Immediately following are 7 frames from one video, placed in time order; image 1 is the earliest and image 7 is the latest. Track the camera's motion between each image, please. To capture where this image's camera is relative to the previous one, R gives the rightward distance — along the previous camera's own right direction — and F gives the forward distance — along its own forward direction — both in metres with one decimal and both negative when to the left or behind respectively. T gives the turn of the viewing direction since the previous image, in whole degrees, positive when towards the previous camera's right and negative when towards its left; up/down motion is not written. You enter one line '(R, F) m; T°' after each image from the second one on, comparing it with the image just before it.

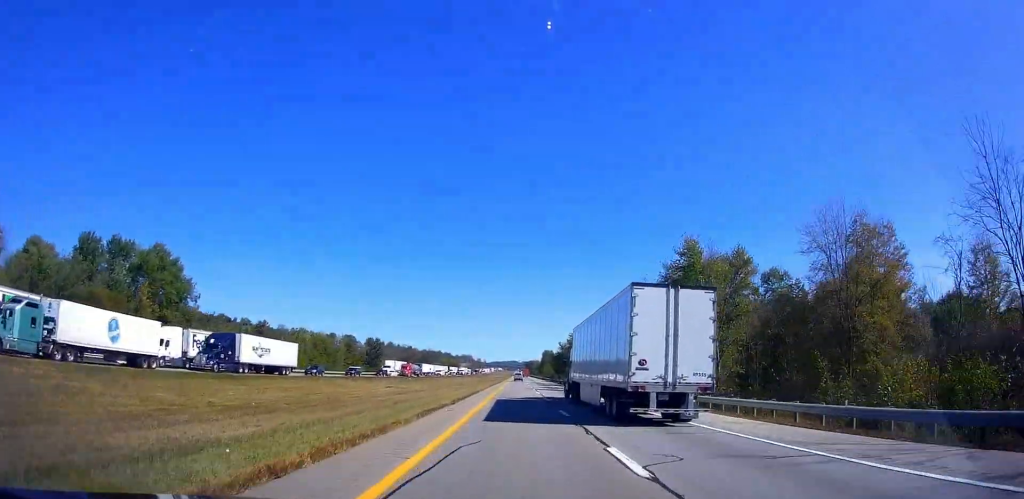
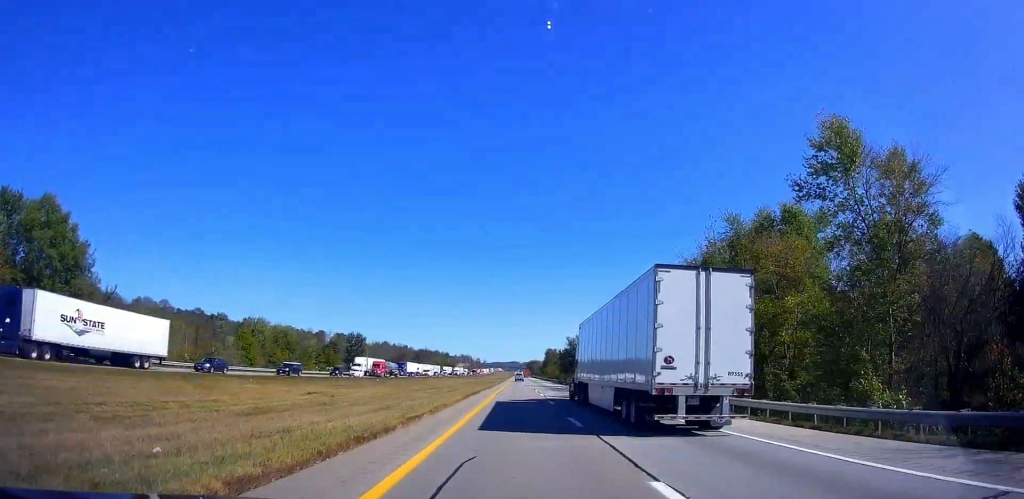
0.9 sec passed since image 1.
(-0.5, +28.0) m; -1°
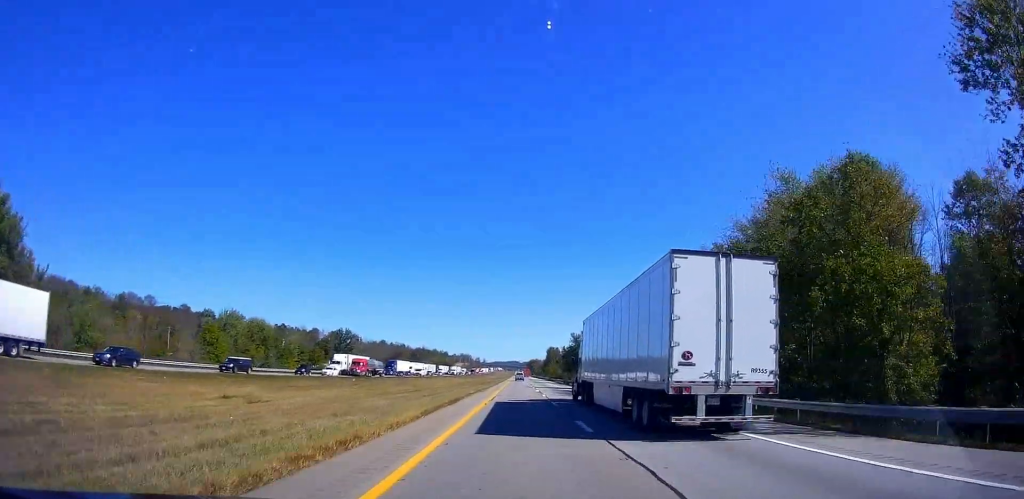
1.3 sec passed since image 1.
(0.0, +14.0) m; 0°
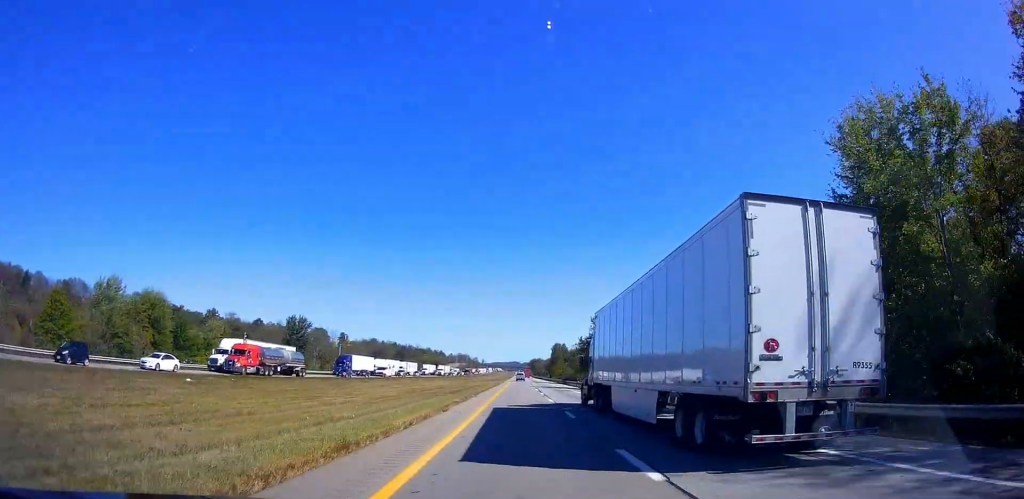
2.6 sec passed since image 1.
(0.0, +41.0) m; 0°
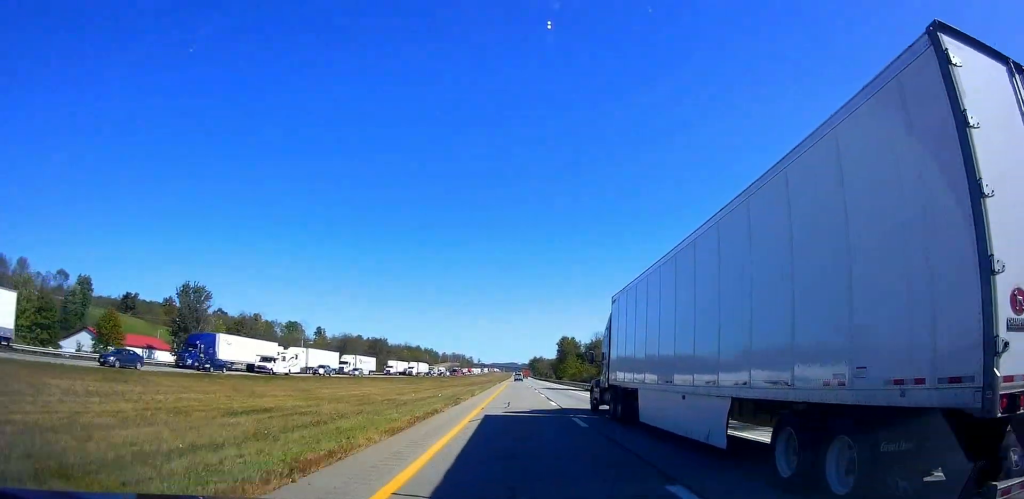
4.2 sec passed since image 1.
(0.0, +51.9) m; 0°
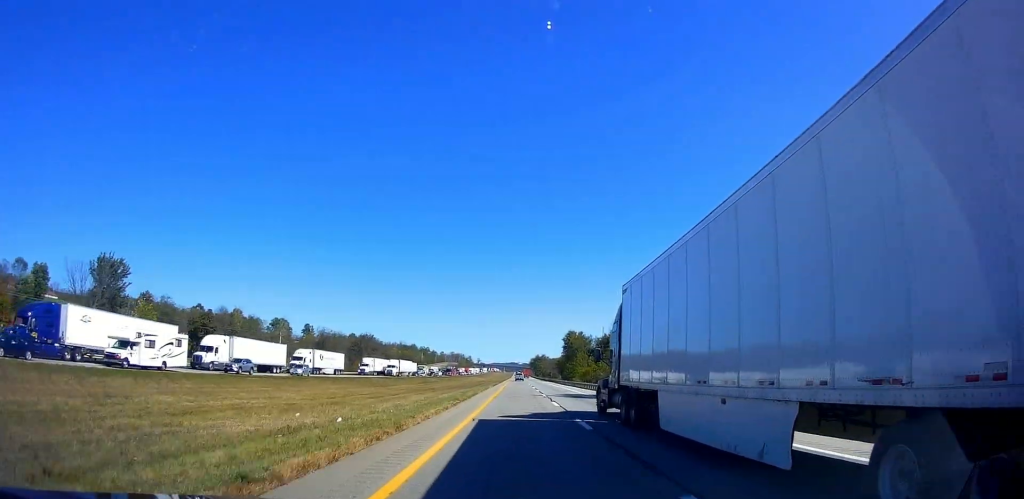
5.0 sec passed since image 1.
(0.0, +24.9) m; 0°
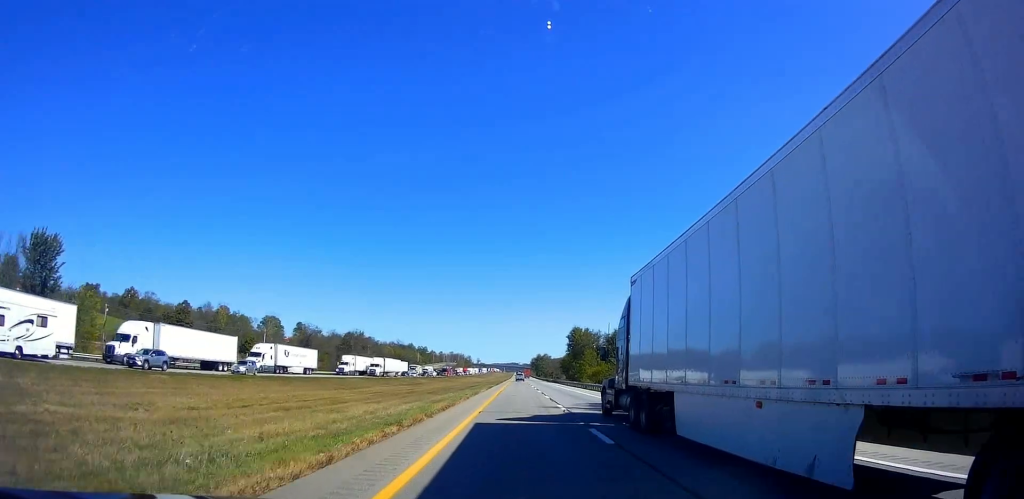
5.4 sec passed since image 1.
(0.0, +15.2) m; 0°
